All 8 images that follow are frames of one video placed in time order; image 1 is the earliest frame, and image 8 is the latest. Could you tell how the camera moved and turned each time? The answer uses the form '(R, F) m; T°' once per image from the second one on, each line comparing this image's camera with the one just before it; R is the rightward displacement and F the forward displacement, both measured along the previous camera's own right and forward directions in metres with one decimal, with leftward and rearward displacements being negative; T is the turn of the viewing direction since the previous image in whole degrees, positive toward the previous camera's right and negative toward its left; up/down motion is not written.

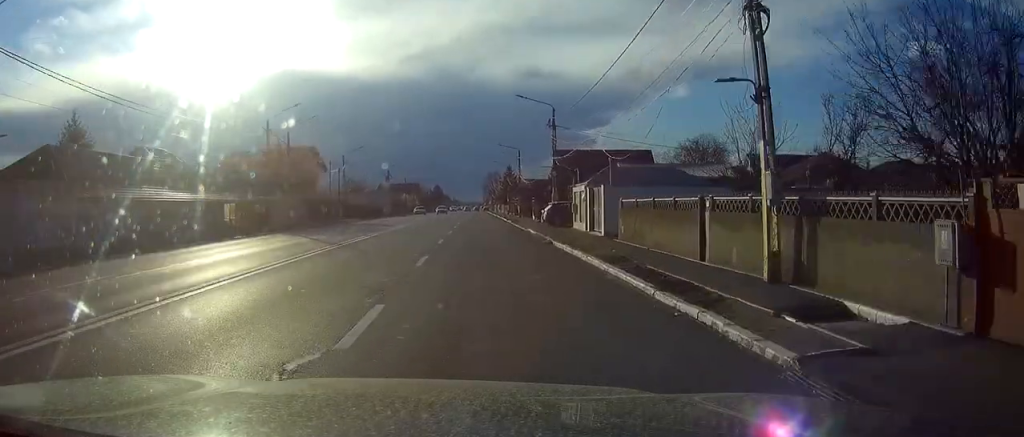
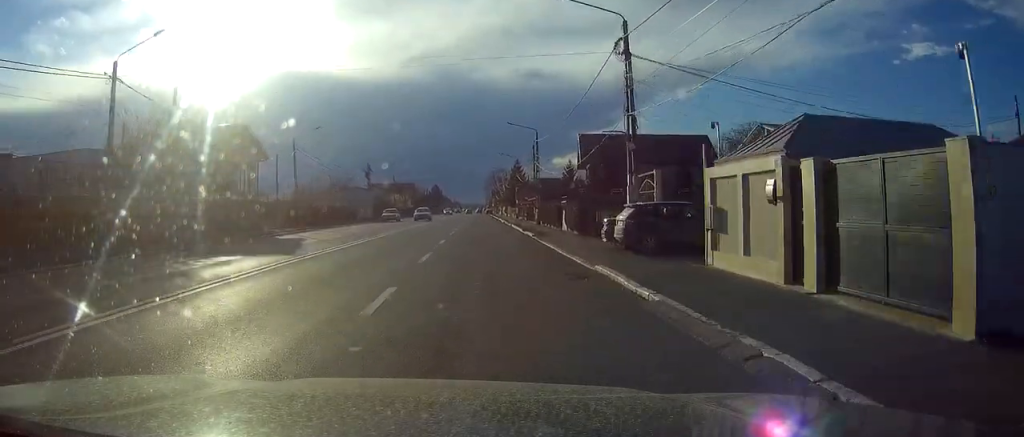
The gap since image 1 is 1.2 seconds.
(-0.1, +24.7) m; 0°
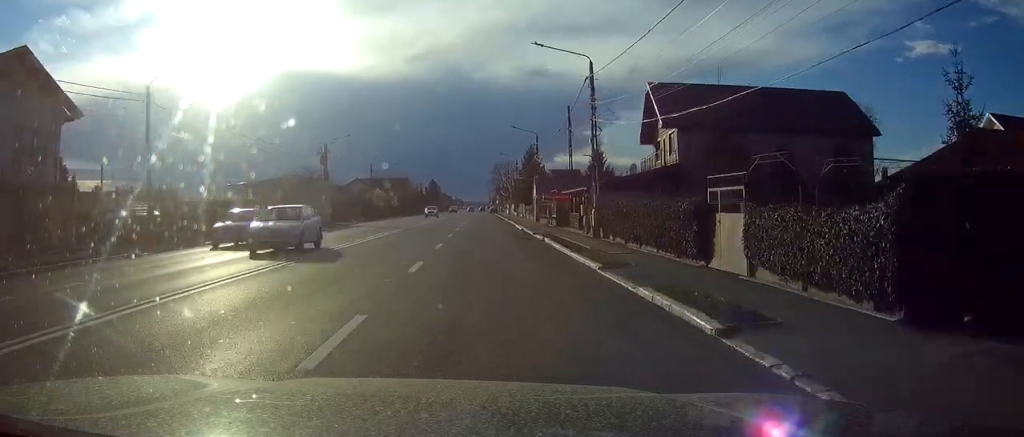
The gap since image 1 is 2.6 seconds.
(0.0, +30.3) m; 0°
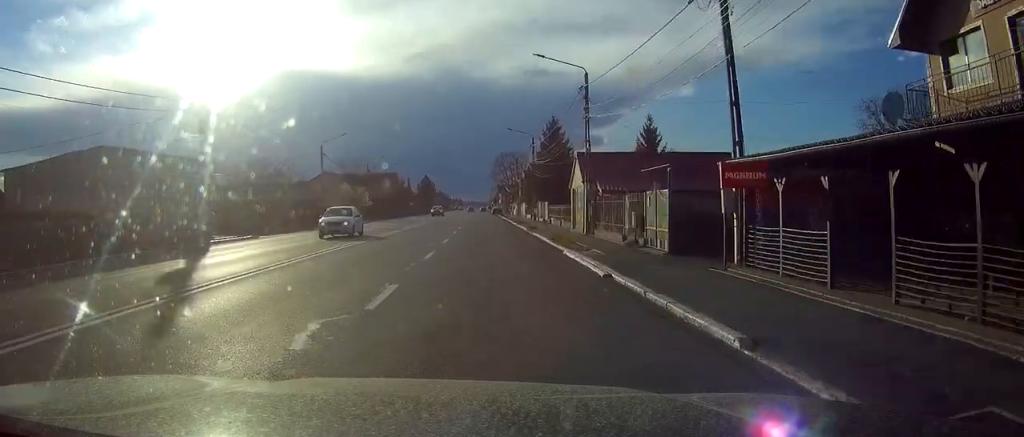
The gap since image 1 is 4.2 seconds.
(-0.1, +32.2) m; 0°
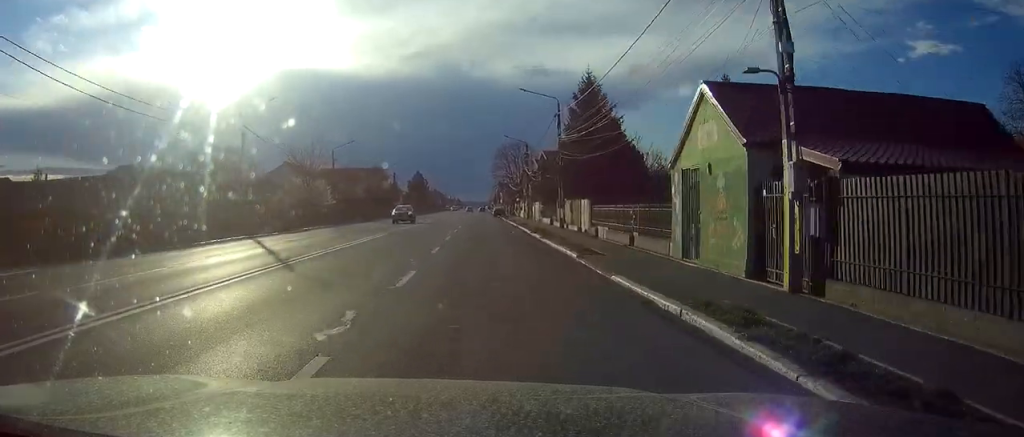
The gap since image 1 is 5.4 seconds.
(-0.1, +23.8) m; 0°
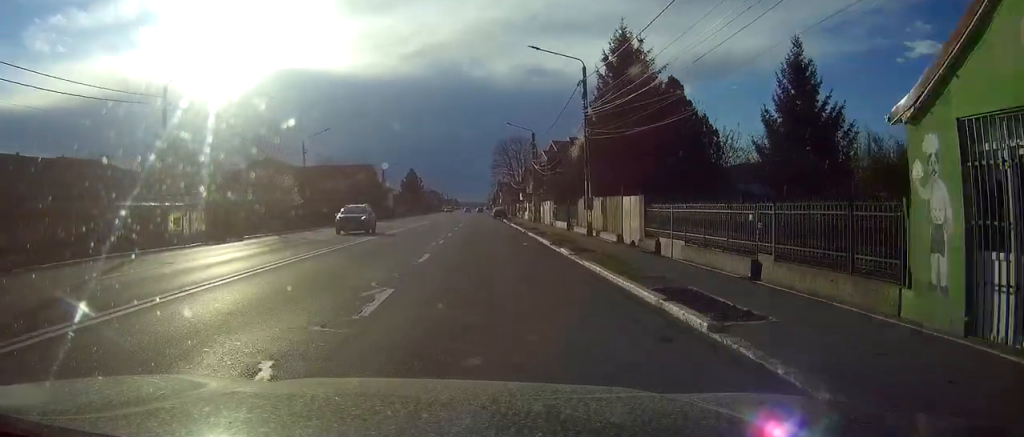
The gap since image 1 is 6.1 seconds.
(+0.1, +12.5) m; 0°
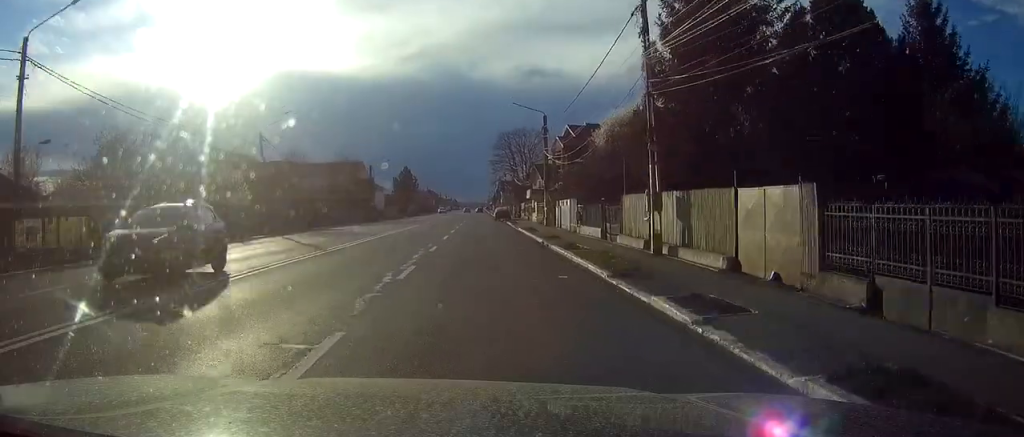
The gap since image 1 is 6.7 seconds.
(0.0, +13.1) m; 0°
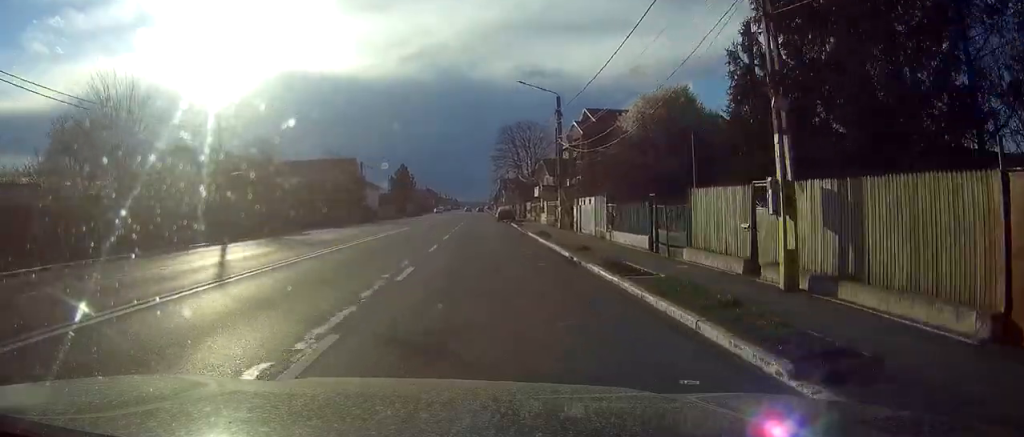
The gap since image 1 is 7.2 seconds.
(0.0, +9.1) m; 0°
